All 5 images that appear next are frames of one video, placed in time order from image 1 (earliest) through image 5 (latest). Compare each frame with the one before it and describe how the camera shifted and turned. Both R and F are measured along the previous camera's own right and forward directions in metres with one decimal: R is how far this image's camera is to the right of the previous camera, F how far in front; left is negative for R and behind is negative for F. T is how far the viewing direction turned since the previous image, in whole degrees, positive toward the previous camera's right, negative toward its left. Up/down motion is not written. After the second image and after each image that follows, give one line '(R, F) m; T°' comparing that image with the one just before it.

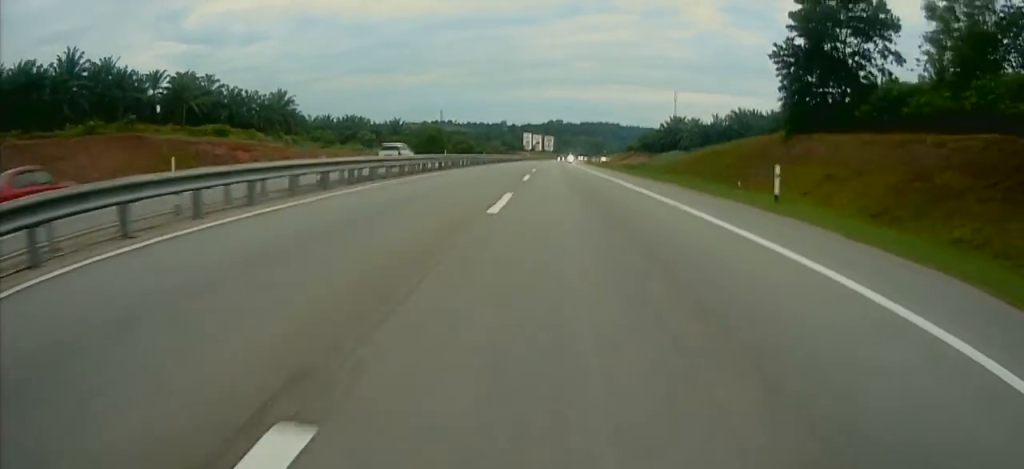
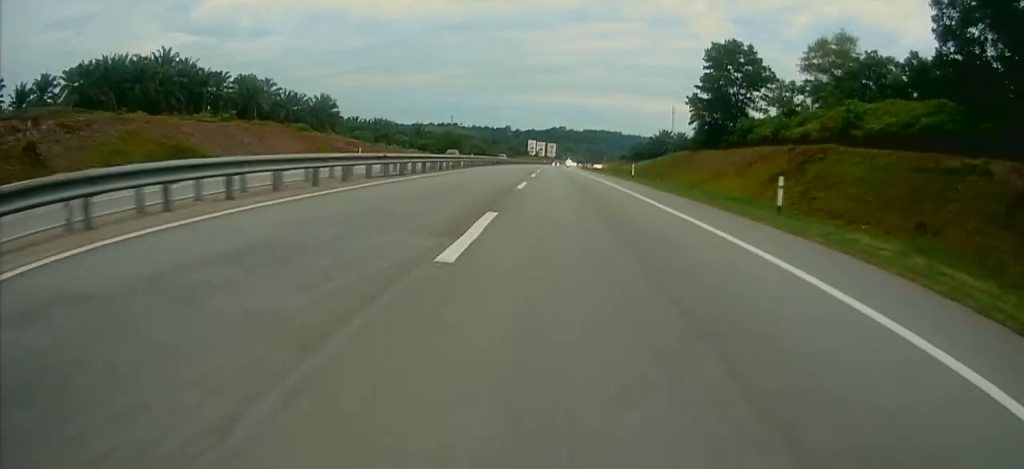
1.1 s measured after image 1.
(+1.7, +30.7) m; +3°
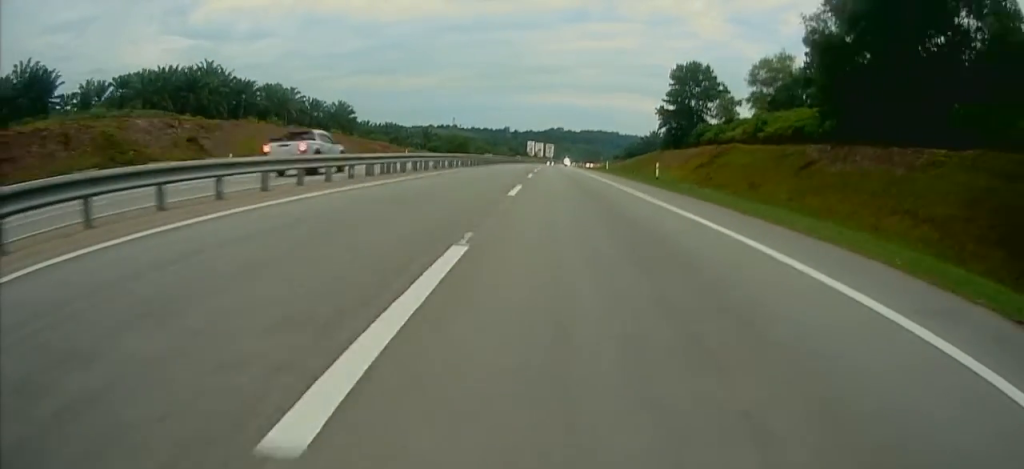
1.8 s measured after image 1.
(-0.5, +20.6) m; -1°
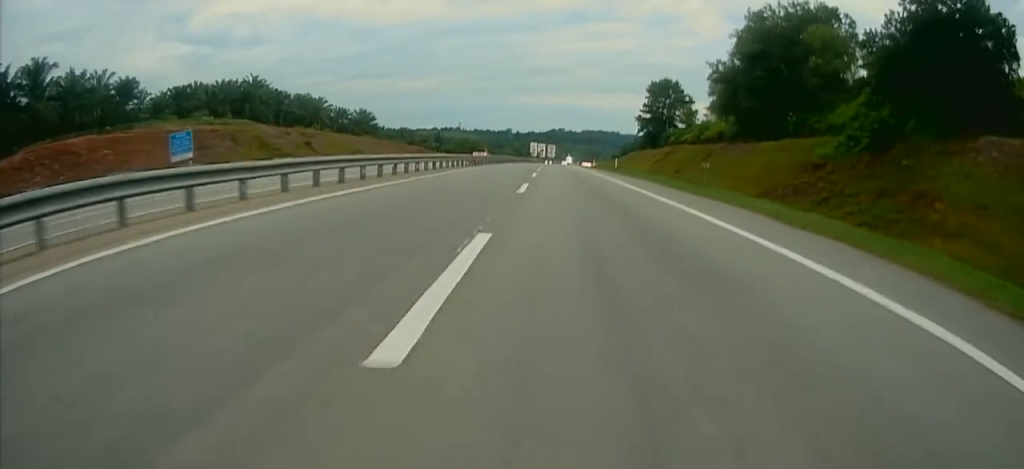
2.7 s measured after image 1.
(0.0, +25.3) m; 0°
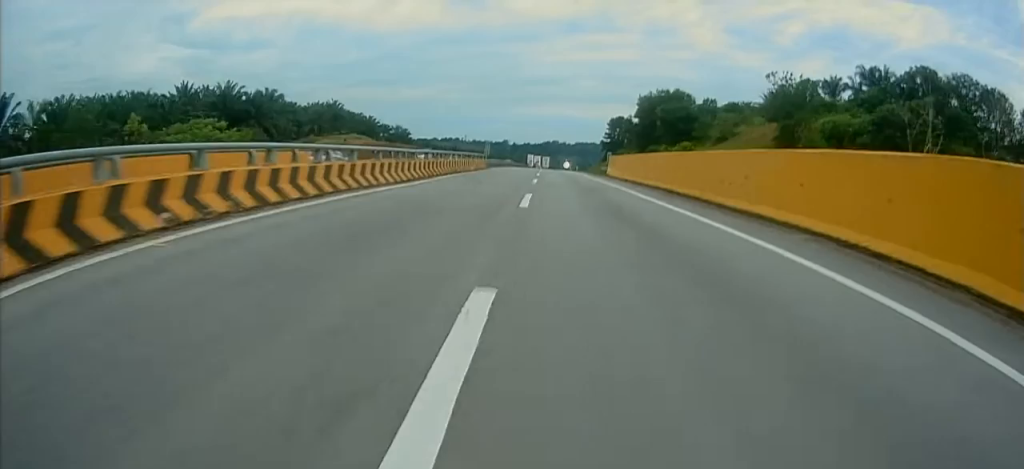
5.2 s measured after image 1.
(-2.9, +70.2) m; -2°
